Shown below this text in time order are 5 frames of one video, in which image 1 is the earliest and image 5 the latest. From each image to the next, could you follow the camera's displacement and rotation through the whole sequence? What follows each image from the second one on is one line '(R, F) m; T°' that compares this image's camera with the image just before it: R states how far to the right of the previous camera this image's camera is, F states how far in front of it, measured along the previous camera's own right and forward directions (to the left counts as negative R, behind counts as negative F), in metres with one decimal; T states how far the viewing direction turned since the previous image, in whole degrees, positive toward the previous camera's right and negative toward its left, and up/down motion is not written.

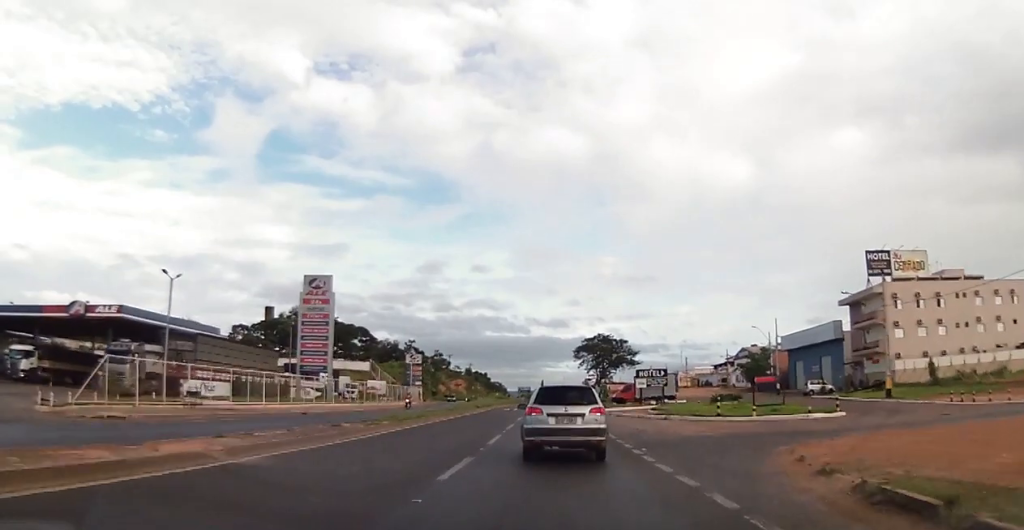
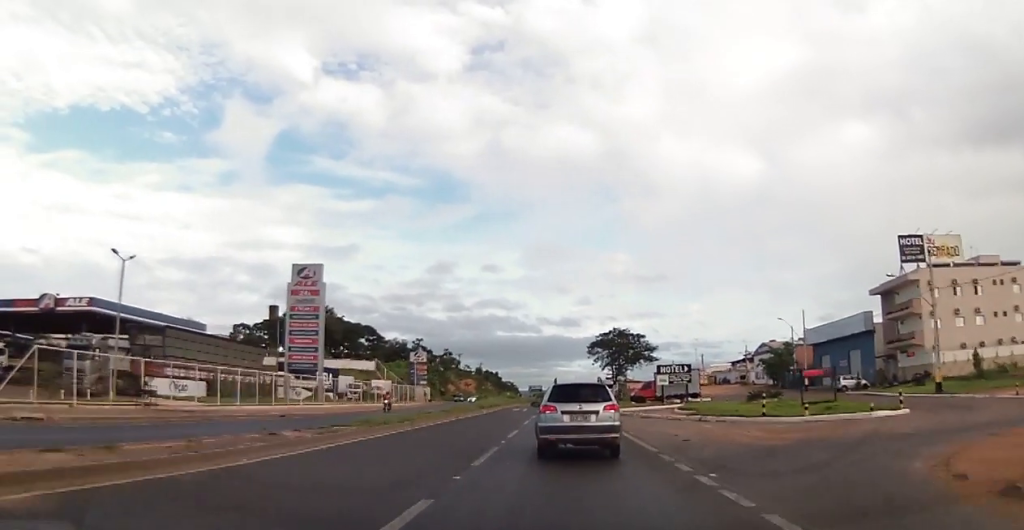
(-0.2, +6.0) m; 0°
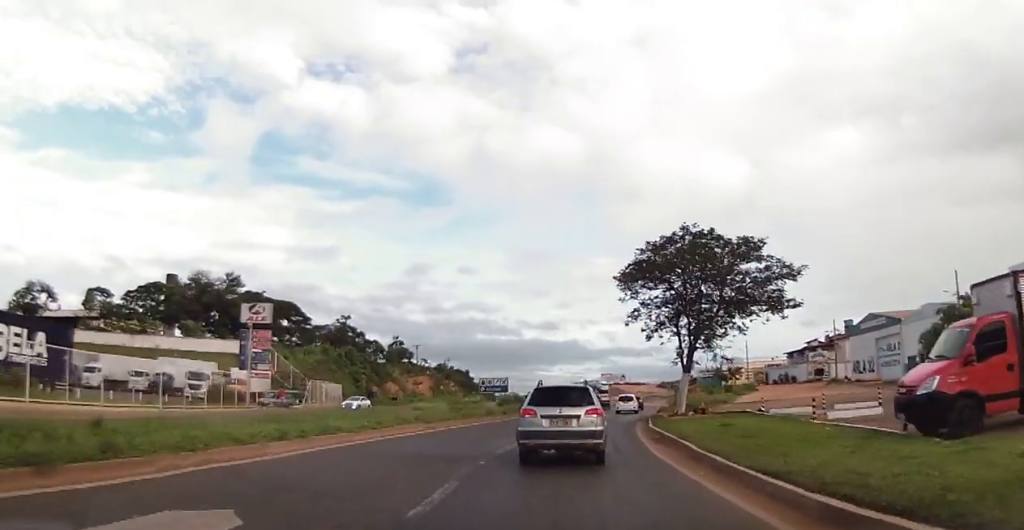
(+0.7, +53.3) m; +2°
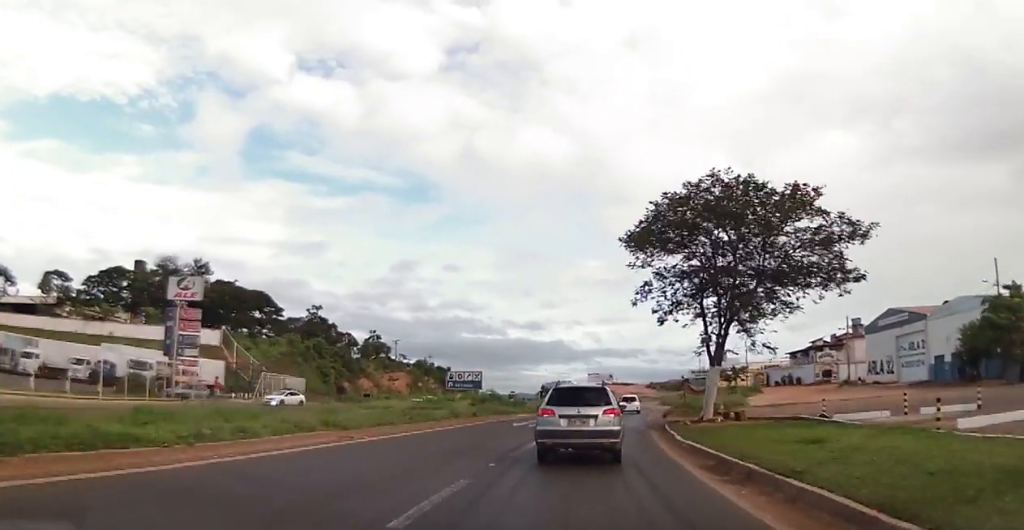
(-0.2, +8.8) m; +1°
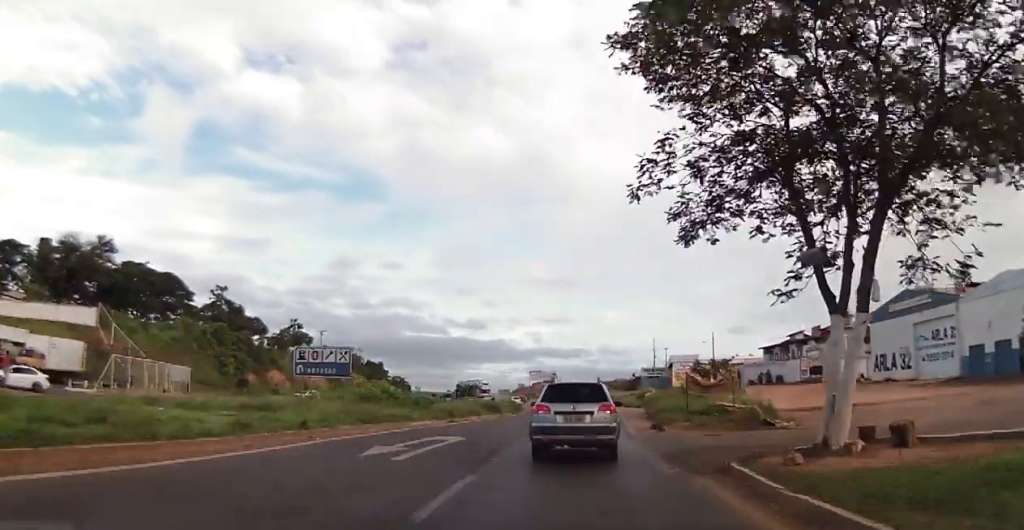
(+0.8, +16.0) m; +4°
